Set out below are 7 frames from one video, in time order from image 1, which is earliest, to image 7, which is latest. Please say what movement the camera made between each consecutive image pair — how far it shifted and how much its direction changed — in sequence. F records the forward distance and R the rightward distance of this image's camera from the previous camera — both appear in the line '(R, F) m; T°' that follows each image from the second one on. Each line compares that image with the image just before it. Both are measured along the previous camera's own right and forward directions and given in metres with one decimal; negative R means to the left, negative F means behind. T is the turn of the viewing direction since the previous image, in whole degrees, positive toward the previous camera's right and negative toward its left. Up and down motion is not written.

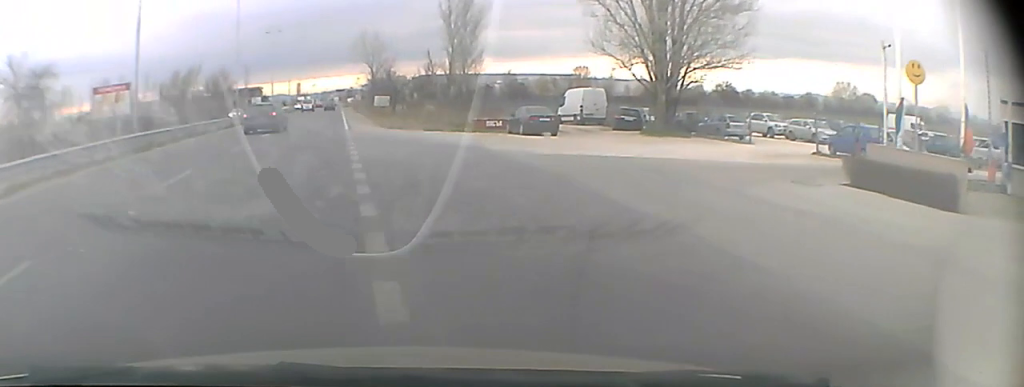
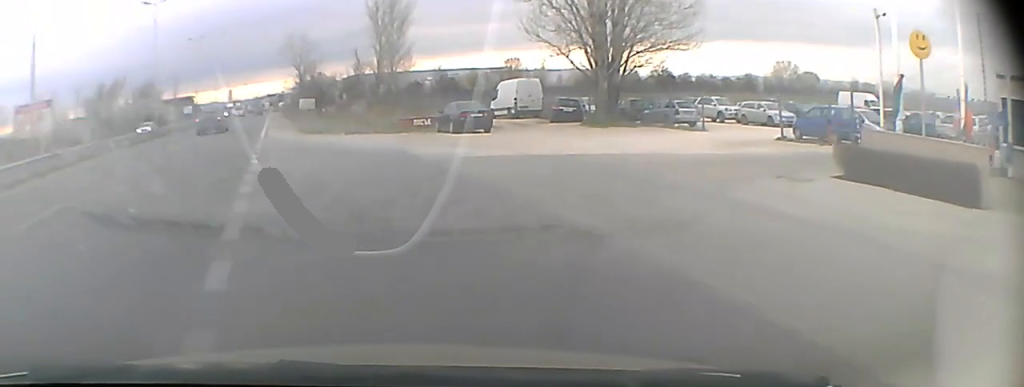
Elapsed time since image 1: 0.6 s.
(0.0, +3.8) m; +4°
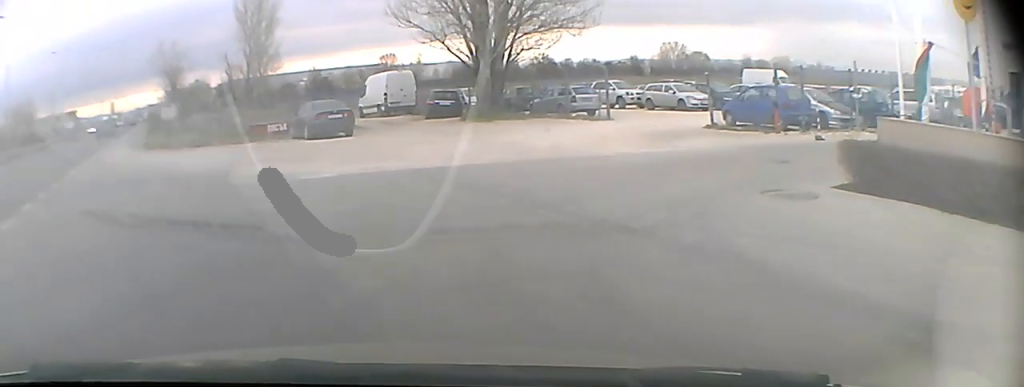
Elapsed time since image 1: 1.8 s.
(+0.7, +6.0) m; +17°
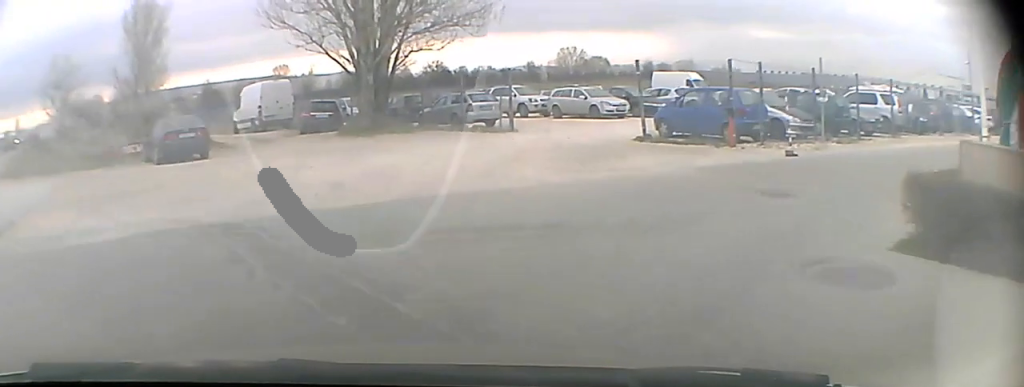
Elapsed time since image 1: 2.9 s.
(+0.7, +4.5) m; +12°
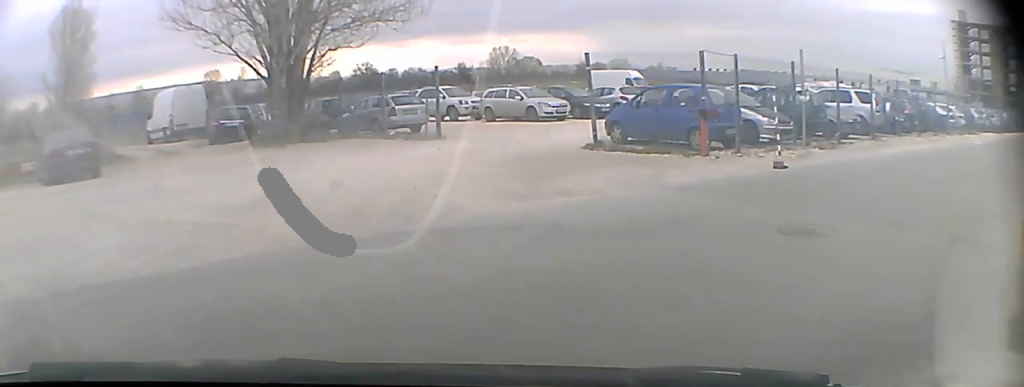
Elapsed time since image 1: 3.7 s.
(+0.1, +2.8) m; +5°
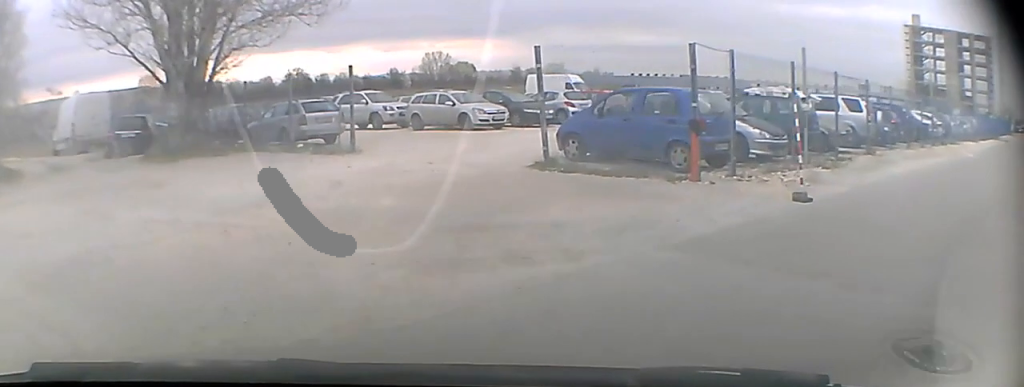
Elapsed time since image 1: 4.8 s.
(+0.2, +3.4) m; +4°
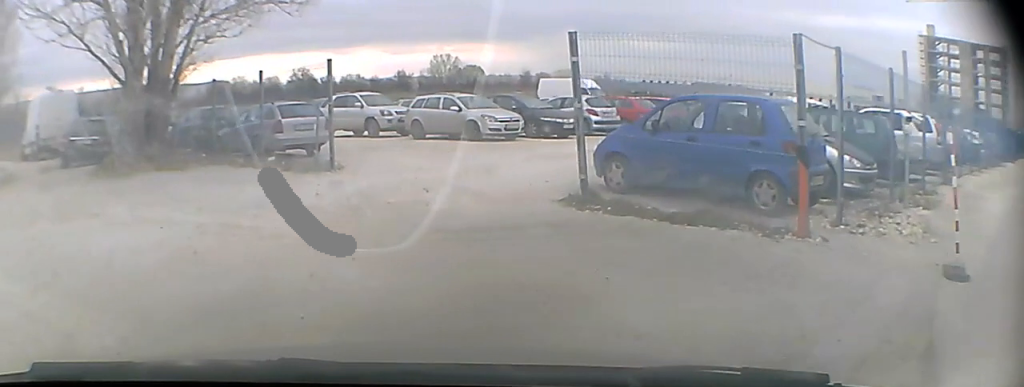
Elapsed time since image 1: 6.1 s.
(0.0, +3.3) m; -1°
